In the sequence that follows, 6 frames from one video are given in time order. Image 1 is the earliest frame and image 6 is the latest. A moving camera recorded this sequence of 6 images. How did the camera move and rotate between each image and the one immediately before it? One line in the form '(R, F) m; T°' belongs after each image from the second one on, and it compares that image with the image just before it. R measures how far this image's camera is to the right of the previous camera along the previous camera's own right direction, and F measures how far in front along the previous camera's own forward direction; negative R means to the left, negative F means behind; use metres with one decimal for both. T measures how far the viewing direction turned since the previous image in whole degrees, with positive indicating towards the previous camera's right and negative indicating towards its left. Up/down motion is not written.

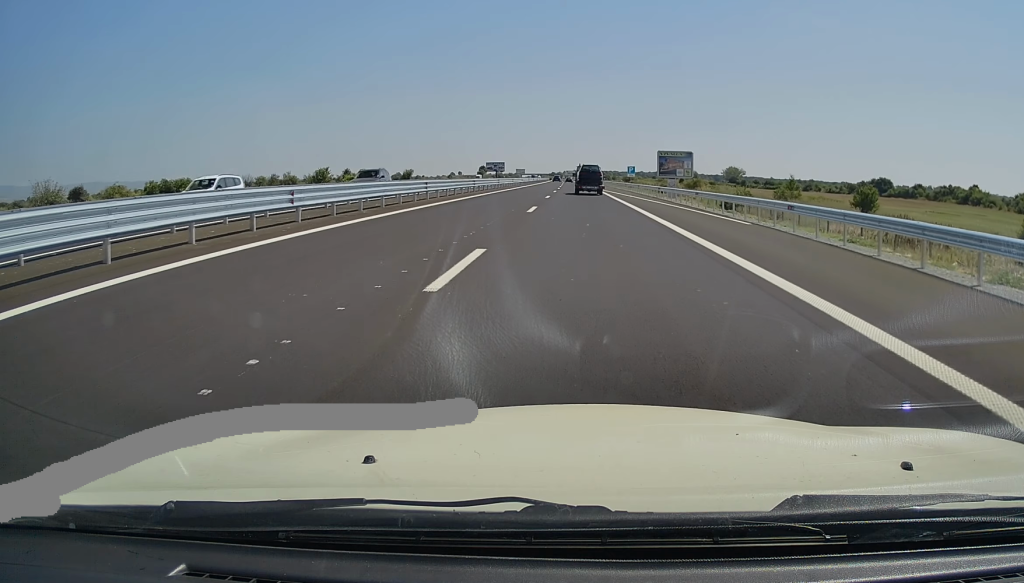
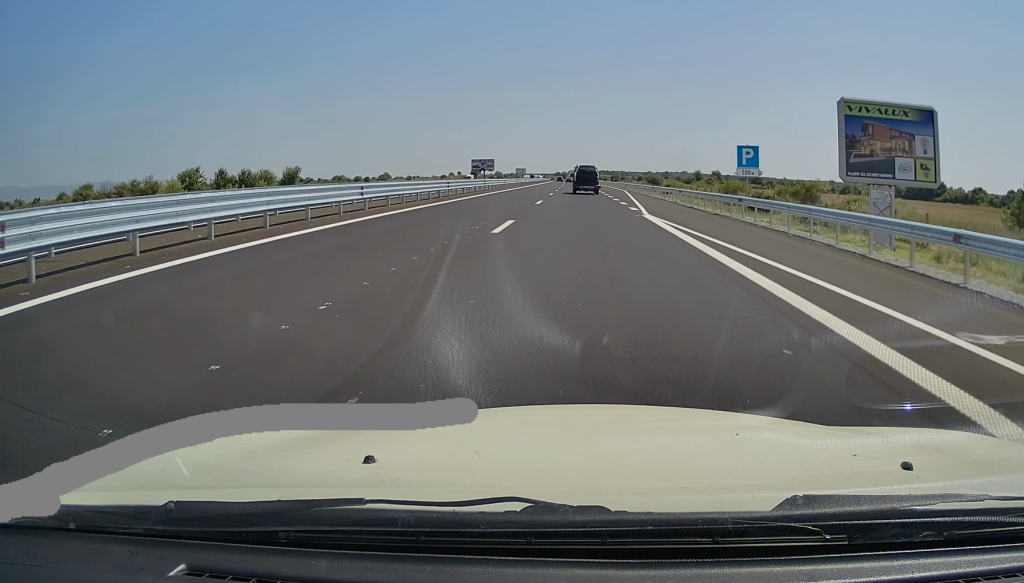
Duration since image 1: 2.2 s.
(-0.1, +57.4) m; 0°
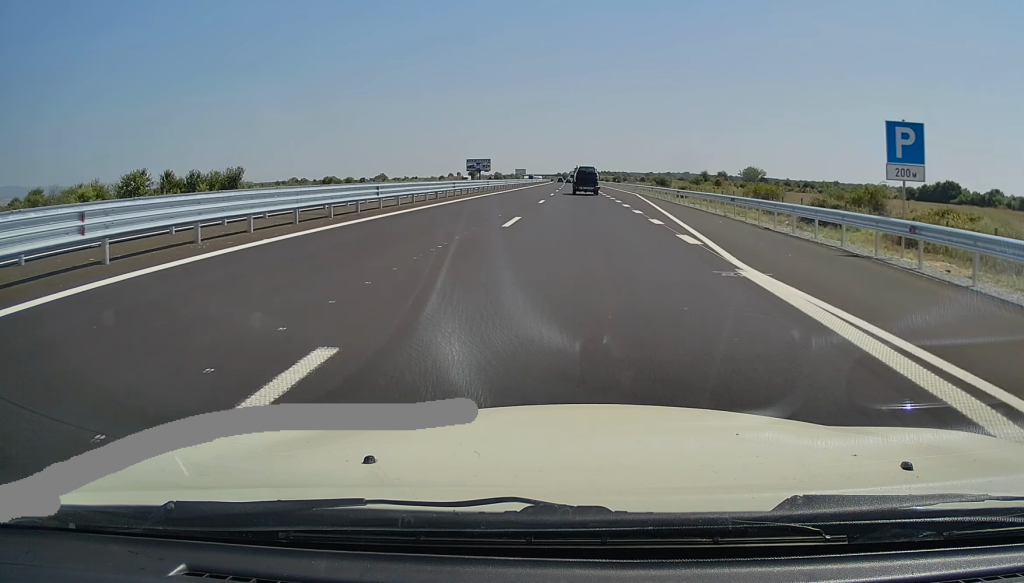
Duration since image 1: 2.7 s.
(0.0, +14.1) m; 0°
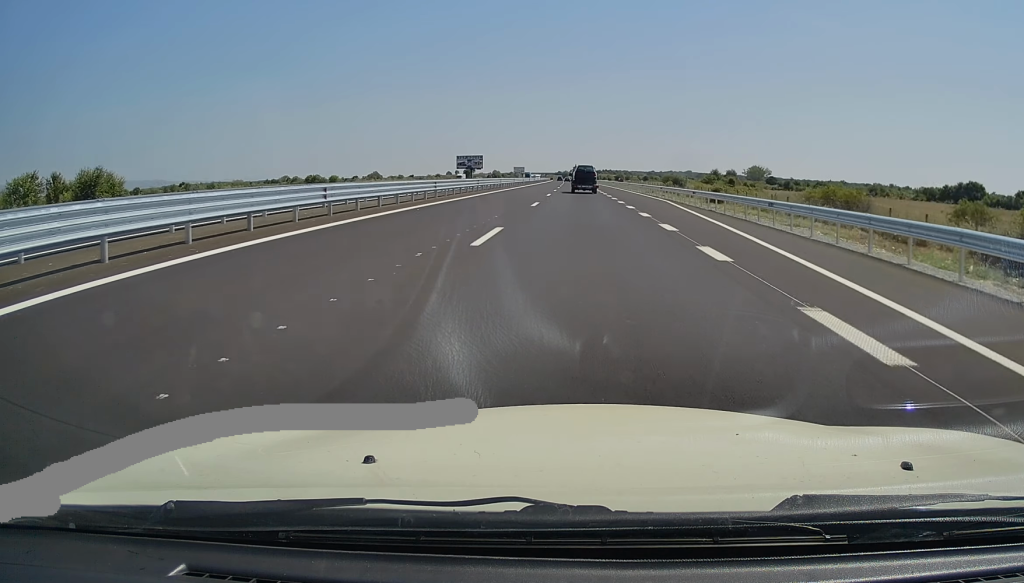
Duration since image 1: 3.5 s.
(0.0, +21.2) m; 0°
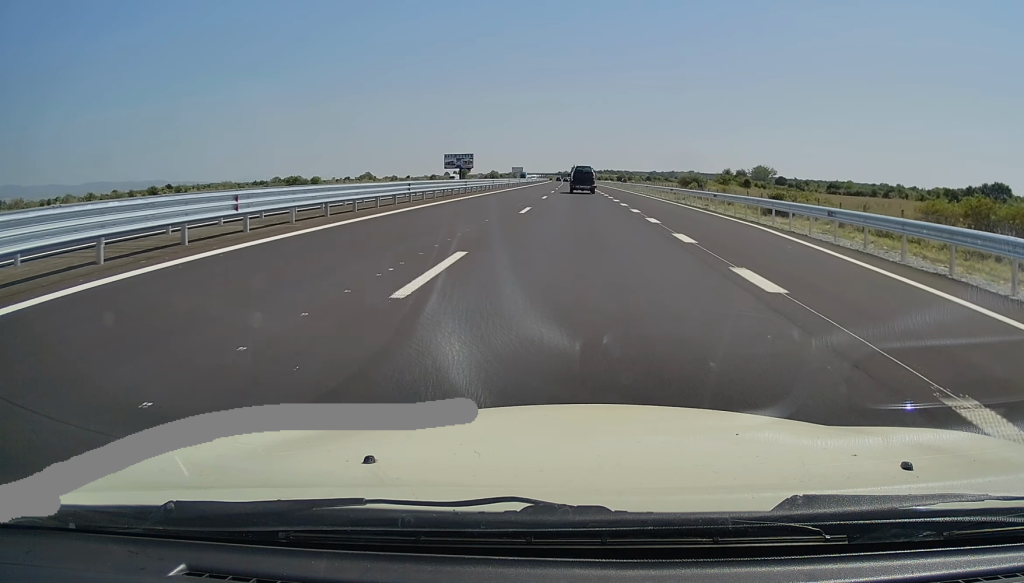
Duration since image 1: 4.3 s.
(0.0, +21.2) m; 0°
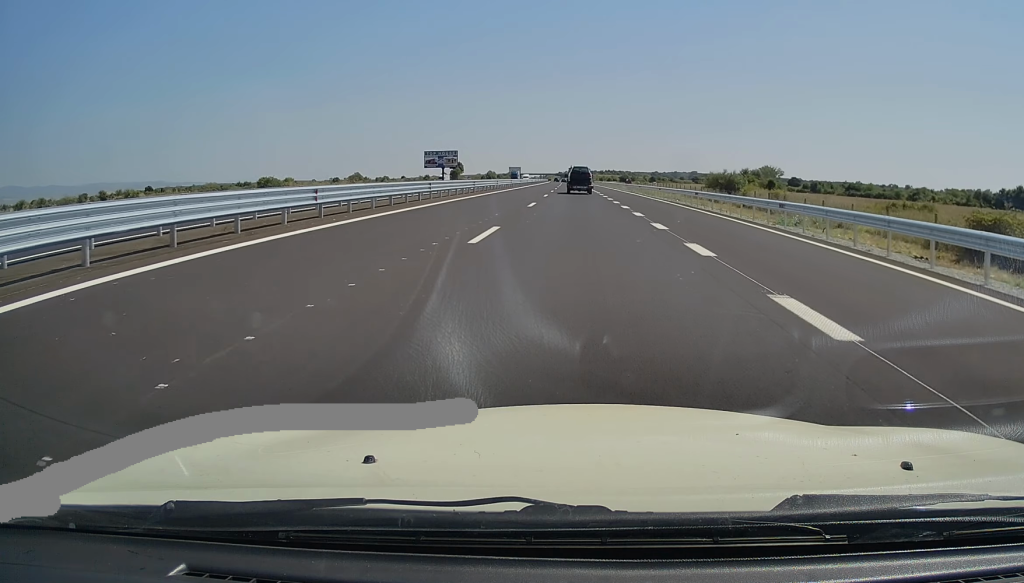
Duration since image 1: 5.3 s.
(0.0, +26.6) m; -1°
